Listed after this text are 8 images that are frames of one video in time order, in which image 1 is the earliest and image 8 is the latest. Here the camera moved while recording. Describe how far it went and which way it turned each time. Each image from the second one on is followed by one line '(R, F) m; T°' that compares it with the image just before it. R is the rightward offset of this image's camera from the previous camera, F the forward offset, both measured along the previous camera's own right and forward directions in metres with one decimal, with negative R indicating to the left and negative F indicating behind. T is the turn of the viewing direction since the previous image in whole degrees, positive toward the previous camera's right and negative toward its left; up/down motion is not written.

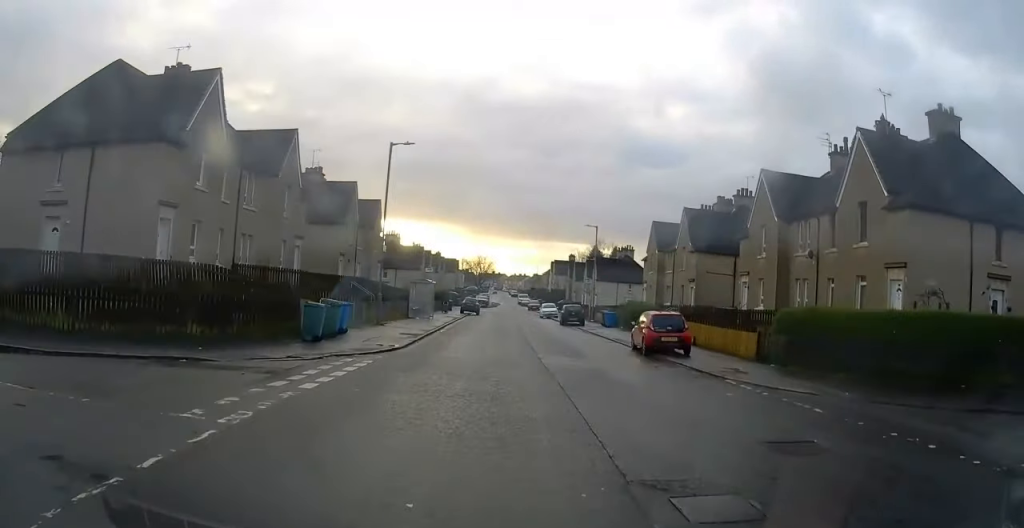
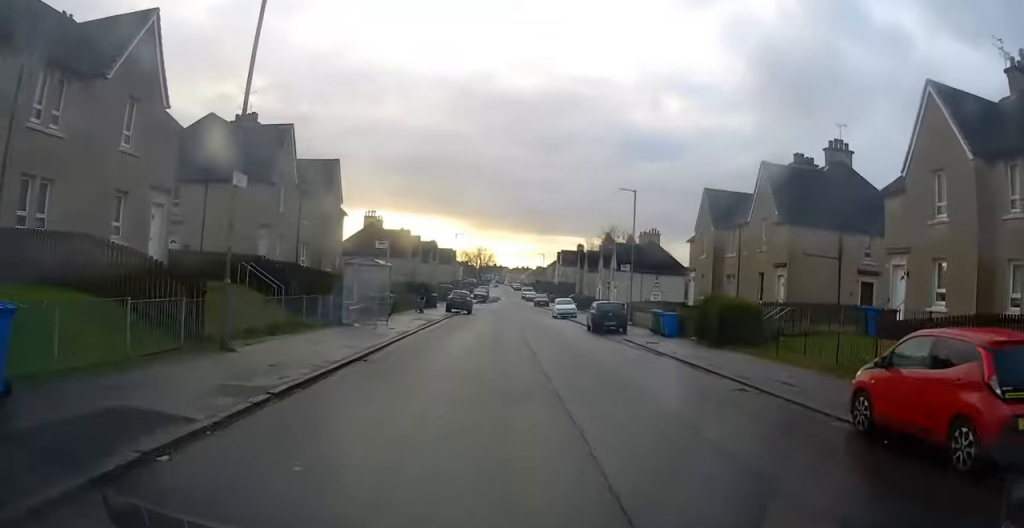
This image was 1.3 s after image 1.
(+0.1, +16.6) m; +1°
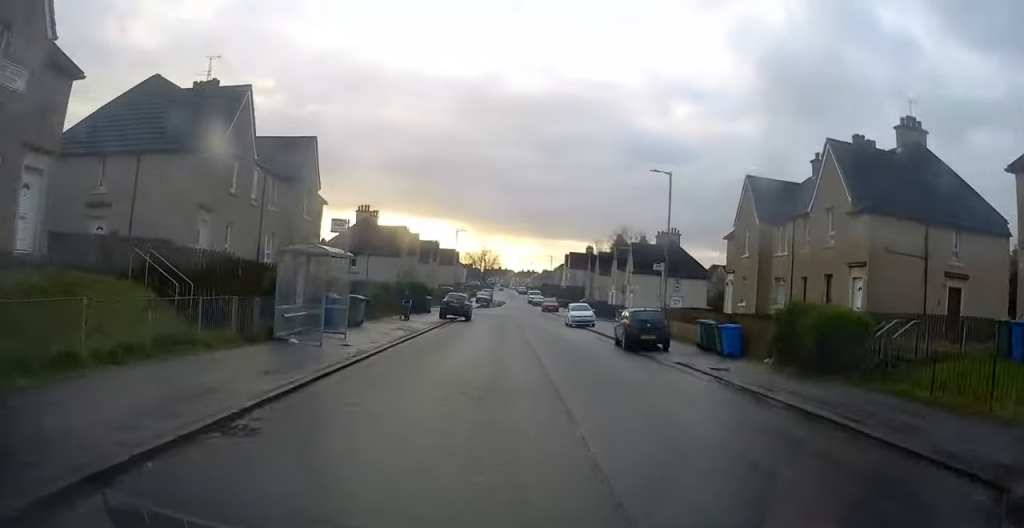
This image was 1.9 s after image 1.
(0.0, +7.5) m; 0°
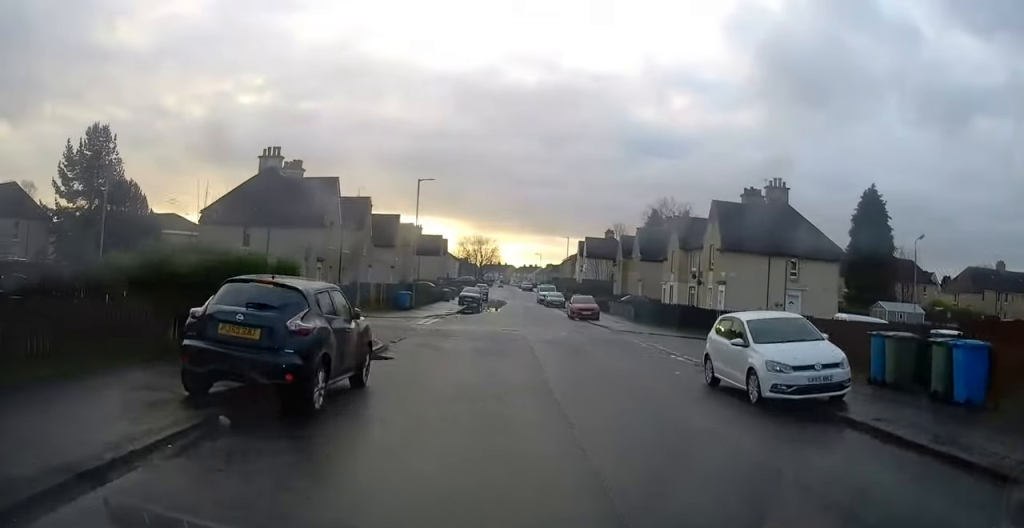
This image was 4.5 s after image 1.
(-0.2, +31.4) m; -1°
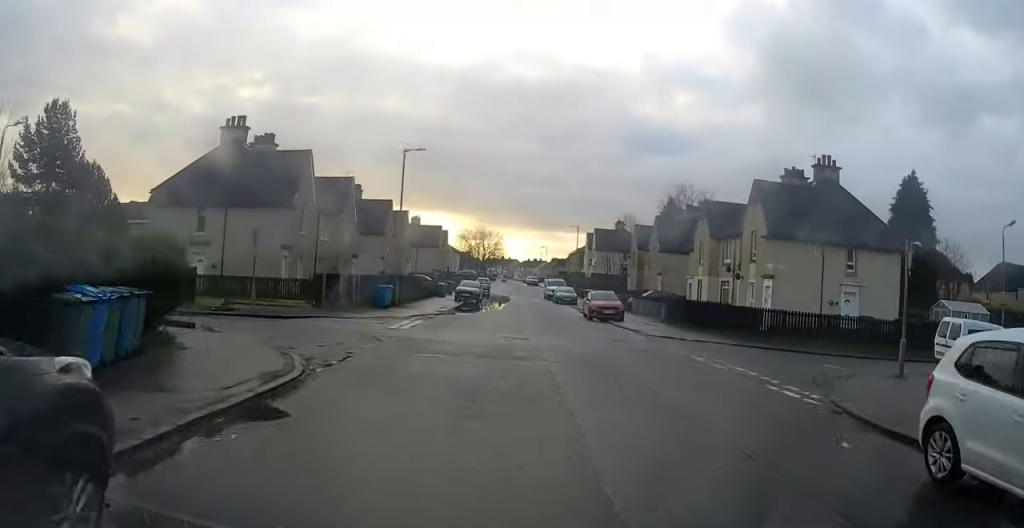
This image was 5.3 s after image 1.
(0.0, +7.5) m; 0°
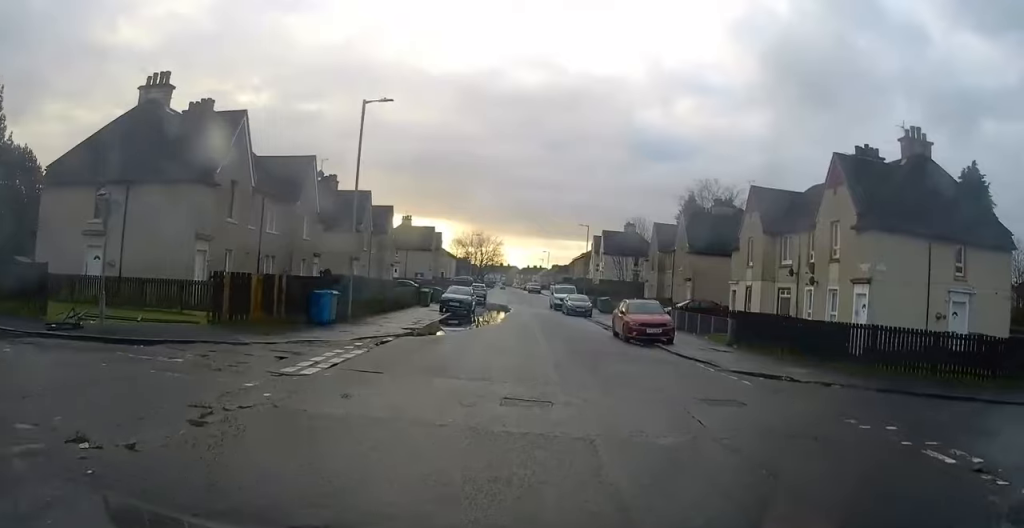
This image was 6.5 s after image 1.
(+0.1, +11.0) m; +3°
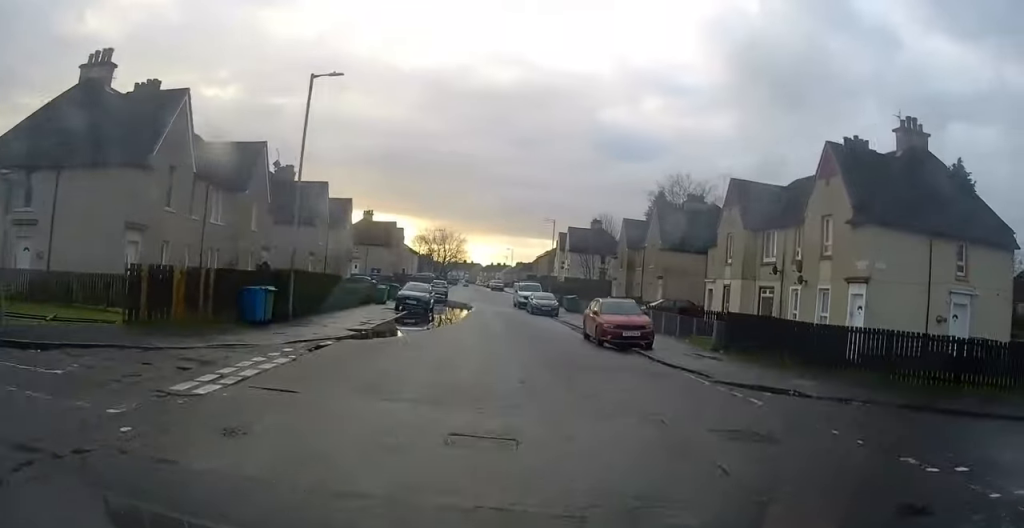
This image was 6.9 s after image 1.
(+0.1, +2.6) m; +5°
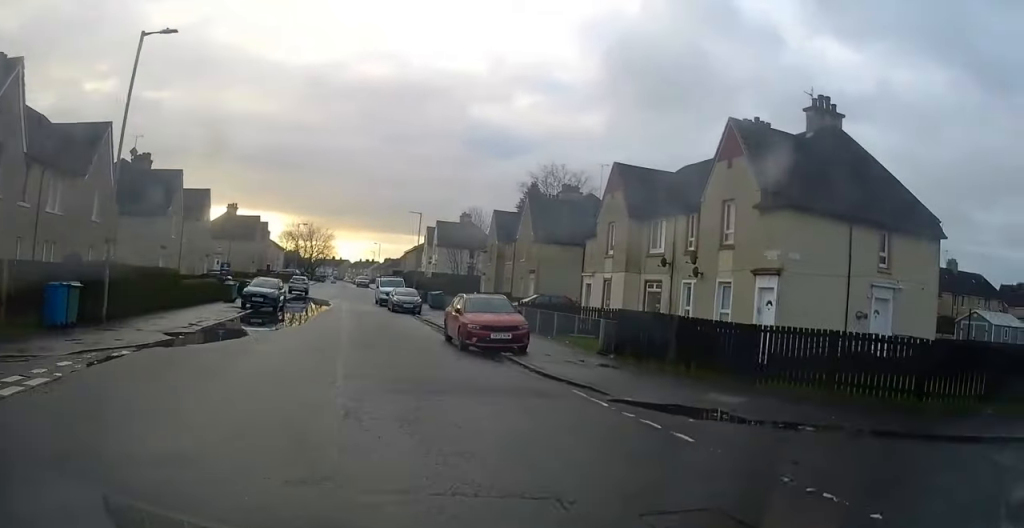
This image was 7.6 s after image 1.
(-0.1, +4.0) m; +11°
